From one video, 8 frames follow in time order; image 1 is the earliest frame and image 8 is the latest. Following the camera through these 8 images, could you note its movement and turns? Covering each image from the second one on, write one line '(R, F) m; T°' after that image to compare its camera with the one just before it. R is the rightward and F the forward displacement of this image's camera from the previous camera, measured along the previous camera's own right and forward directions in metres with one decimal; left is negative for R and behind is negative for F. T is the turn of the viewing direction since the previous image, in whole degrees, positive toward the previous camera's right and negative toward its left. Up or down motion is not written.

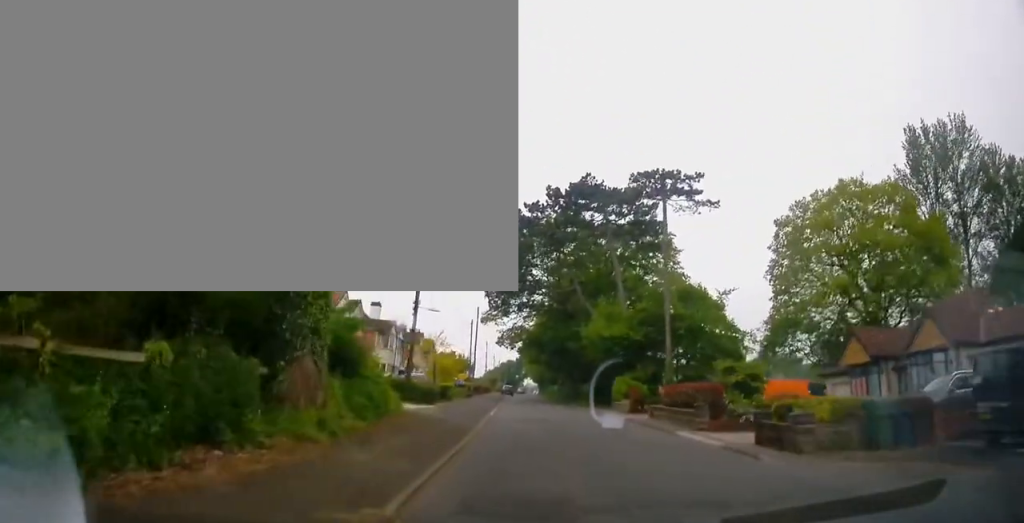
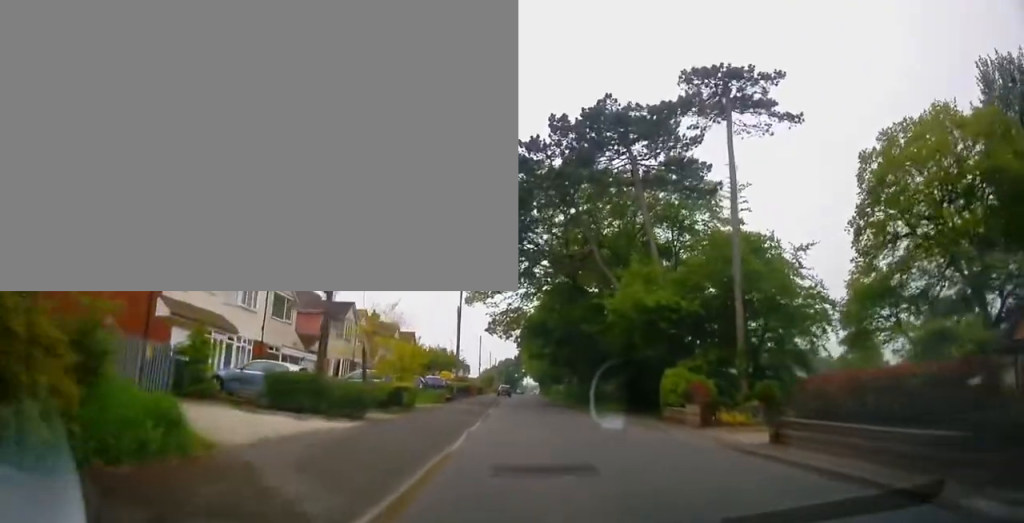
(-0.9, +13.2) m; -1°
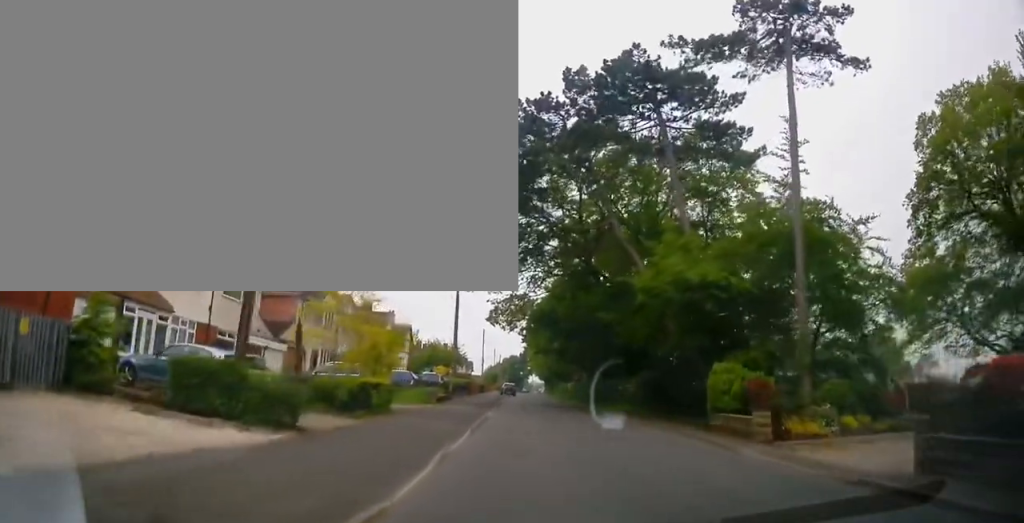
(+0.3, +5.6) m; +1°
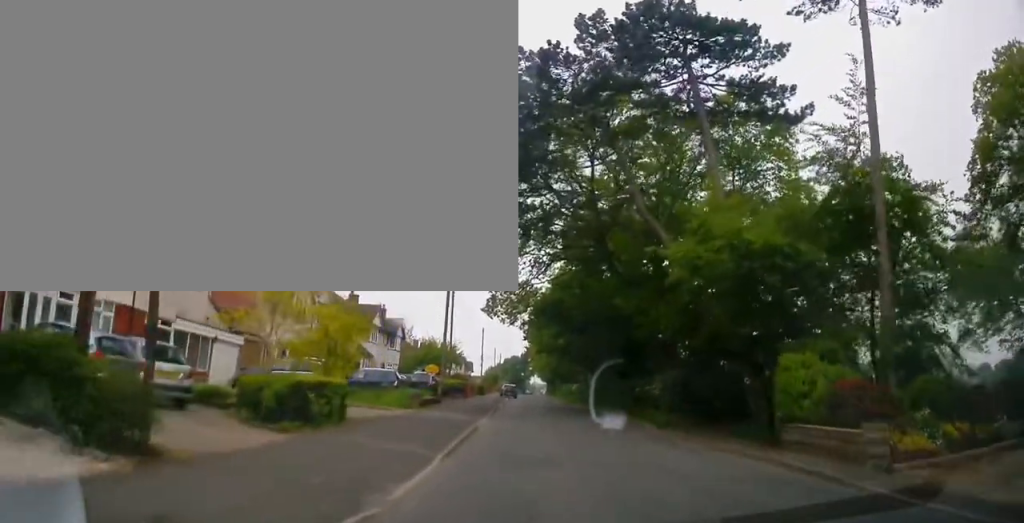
(0.0, +5.0) m; -2°
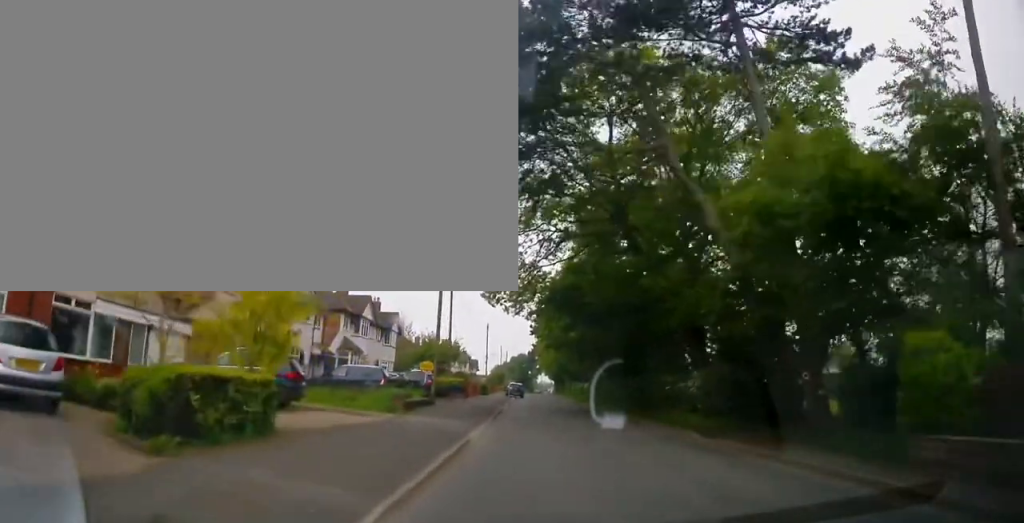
(-0.3, +5.0) m; -3°
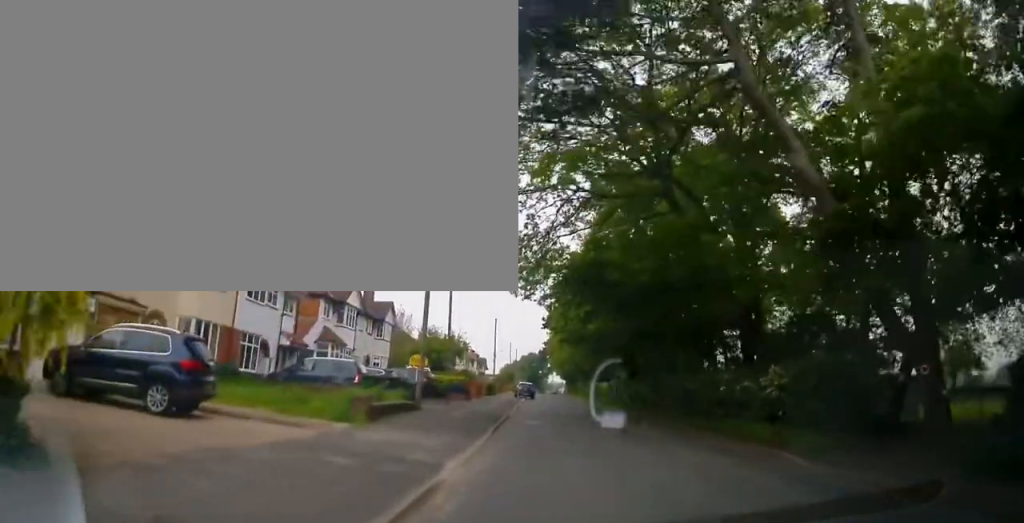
(+0.2, +6.5) m; +3°
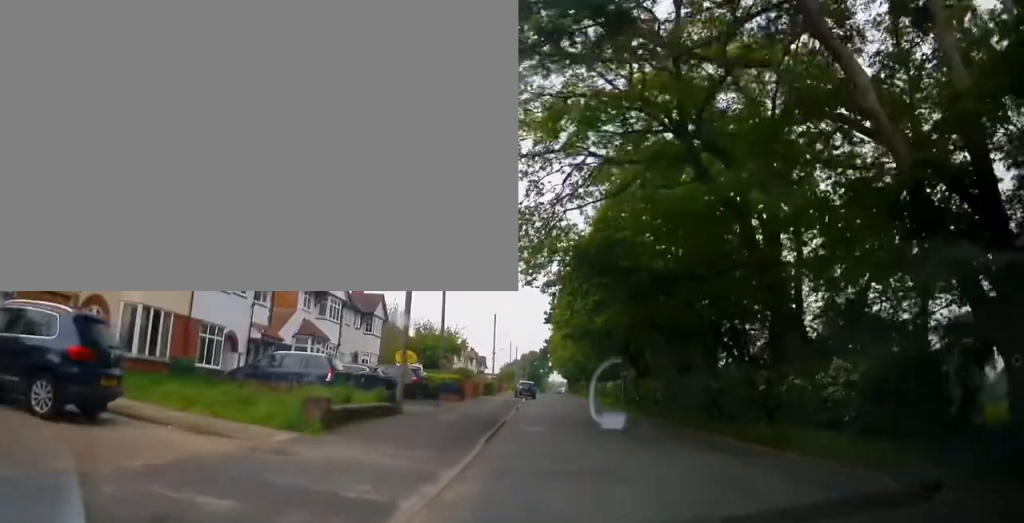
(+0.2, +3.4) m; 0°
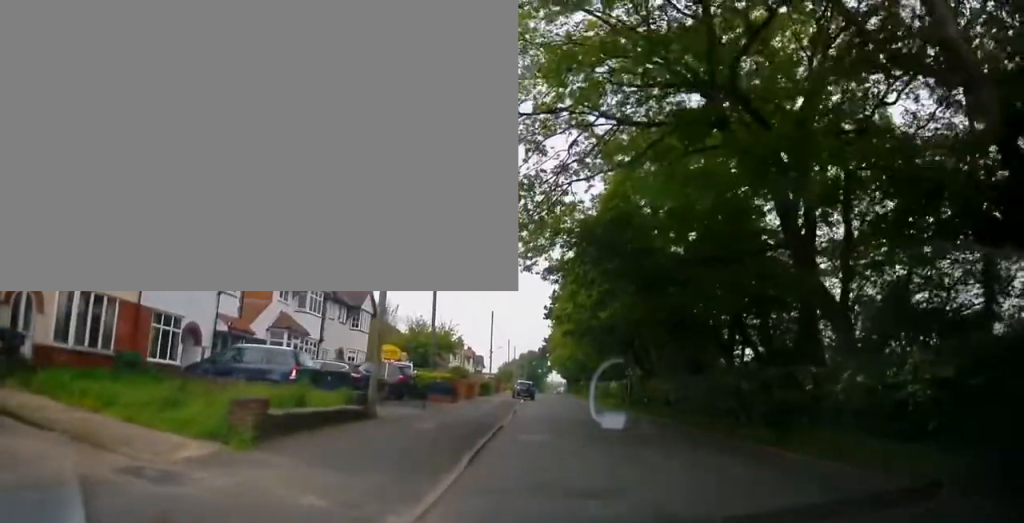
(-0.3, +3.0) m; 0°
